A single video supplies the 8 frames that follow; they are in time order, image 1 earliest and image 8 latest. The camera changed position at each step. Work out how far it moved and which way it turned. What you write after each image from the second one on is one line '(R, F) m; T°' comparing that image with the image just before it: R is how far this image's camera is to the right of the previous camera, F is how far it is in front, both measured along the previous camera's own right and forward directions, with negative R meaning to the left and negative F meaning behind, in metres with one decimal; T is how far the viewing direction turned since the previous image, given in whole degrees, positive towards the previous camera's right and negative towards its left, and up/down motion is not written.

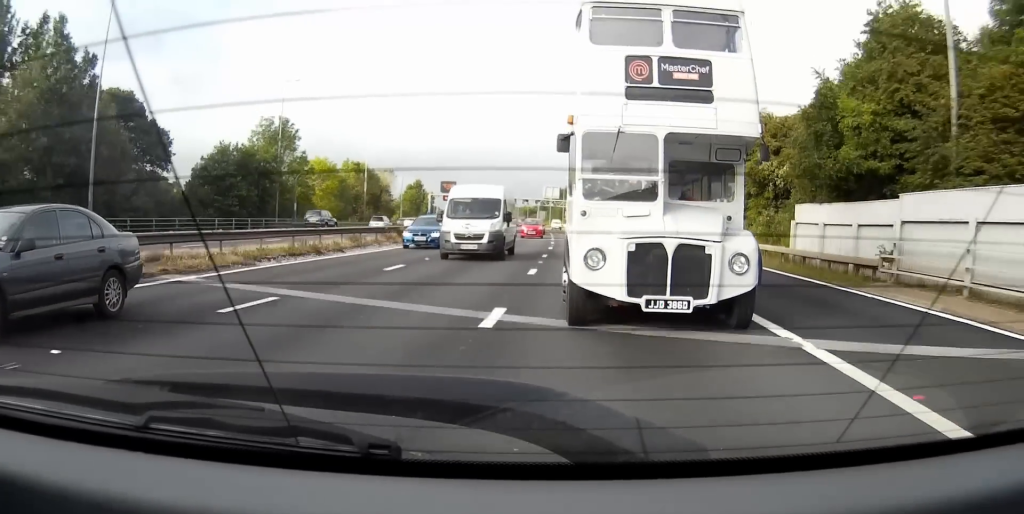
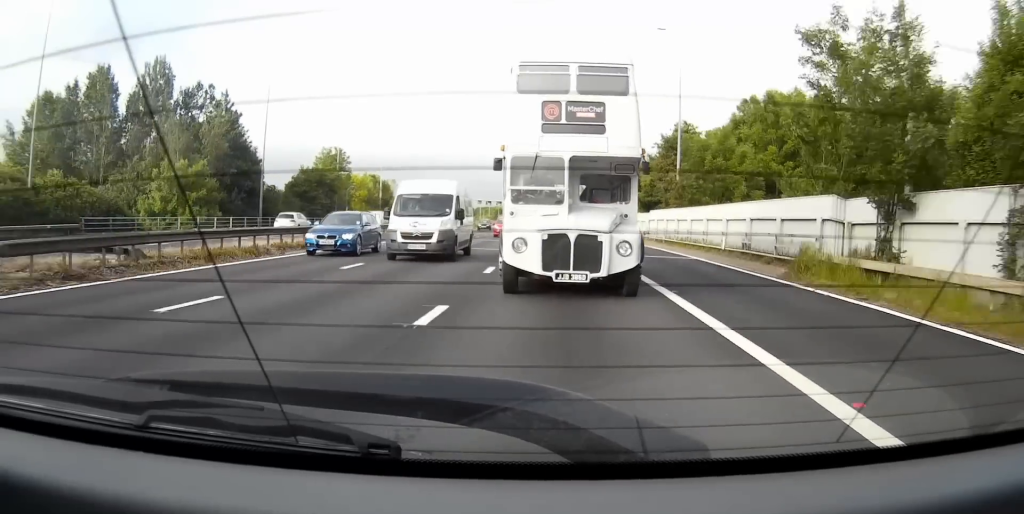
(+0.9, +34.3) m; +4°
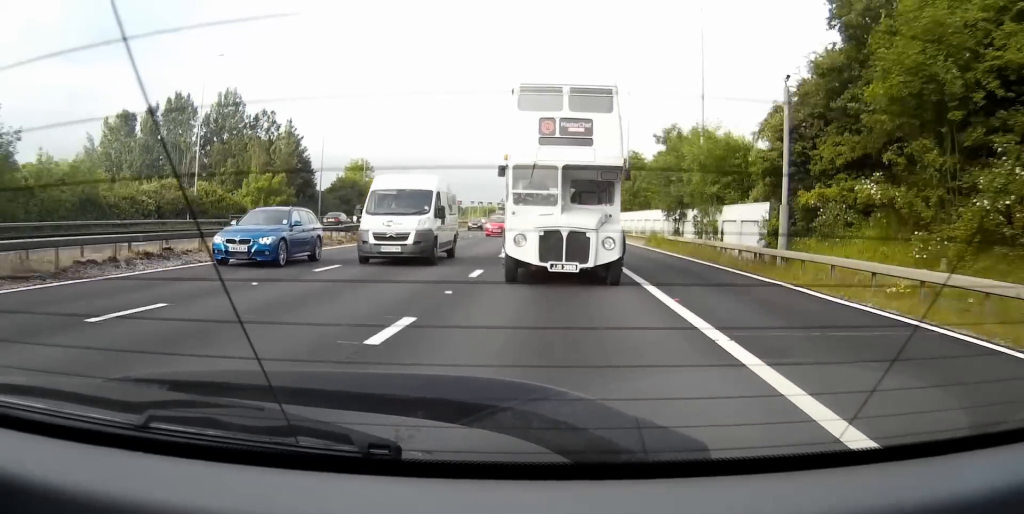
(+0.6, +25.1) m; +1°
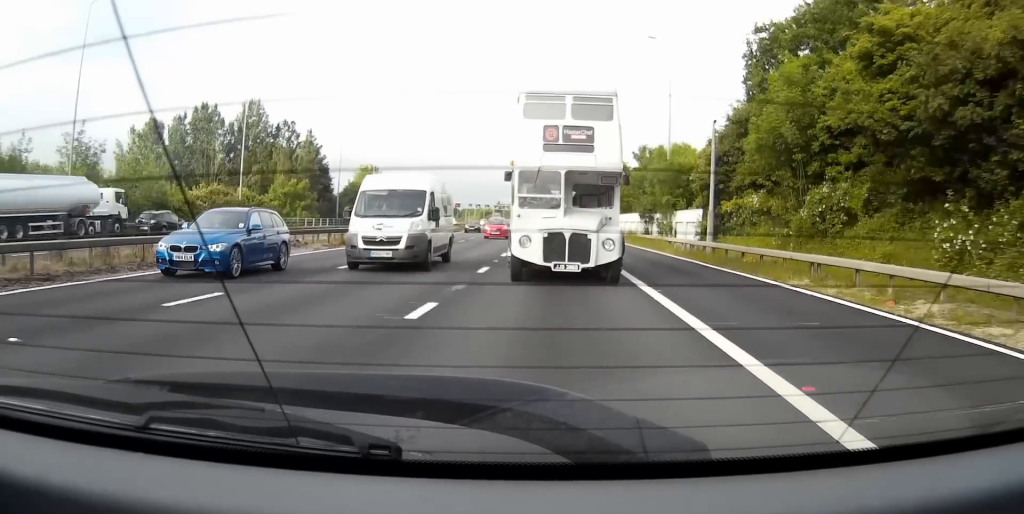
(-0.1, +10.9) m; 0°
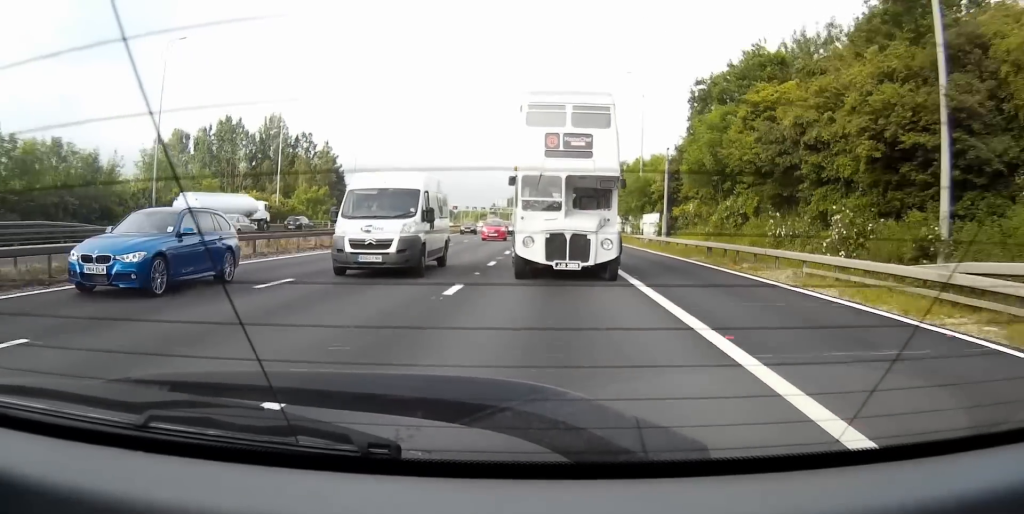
(0.0, +11.8) m; 0°
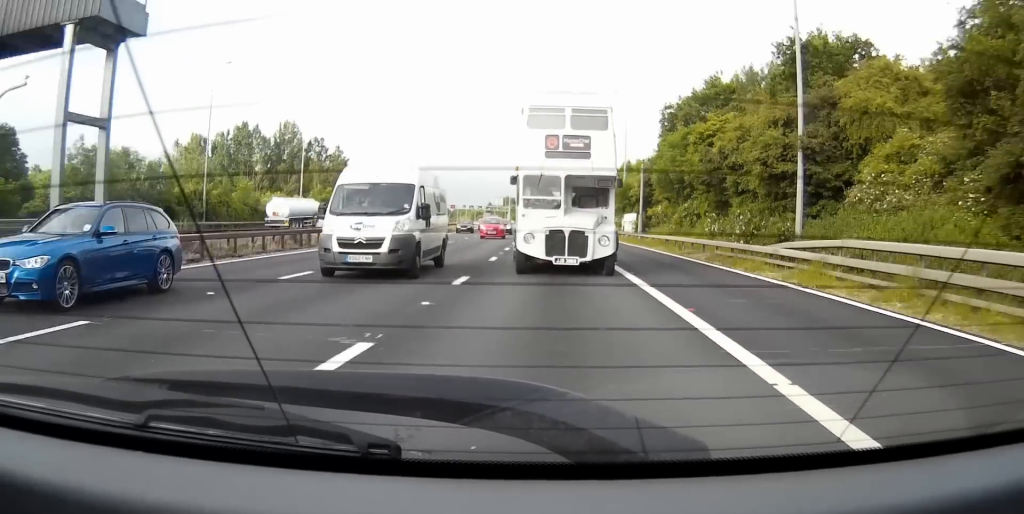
(-0.1, +10.0) m; 0°
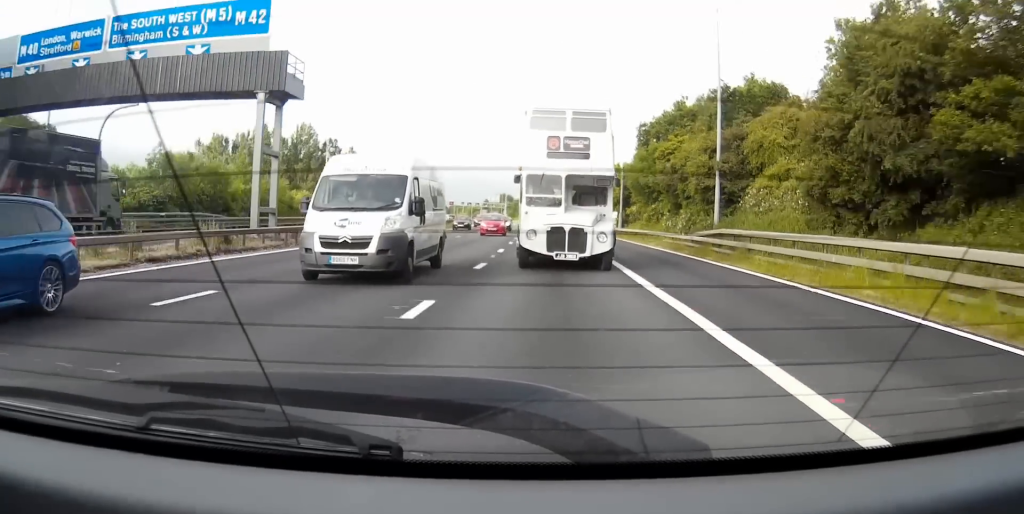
(-0.2, +11.8) m; 0°
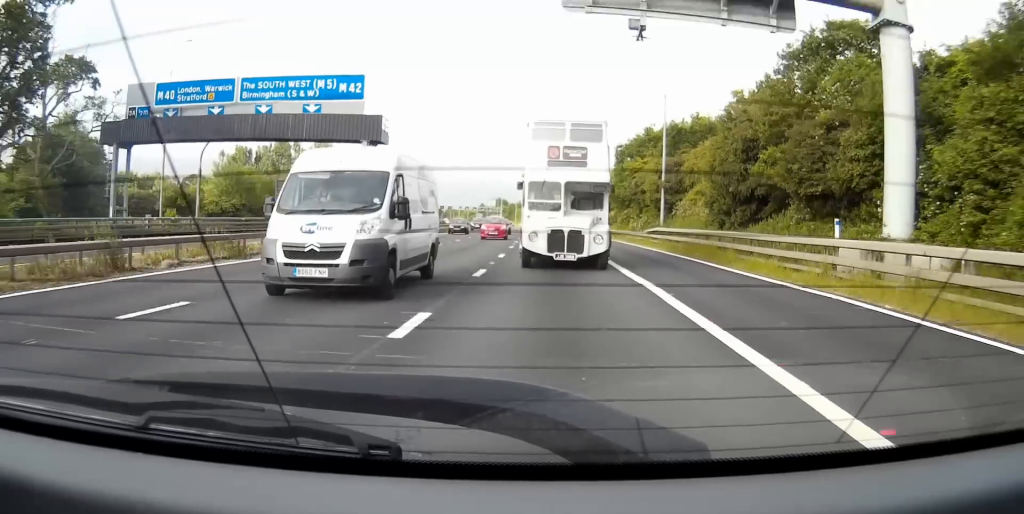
(+0.3, +16.6) m; +1°
